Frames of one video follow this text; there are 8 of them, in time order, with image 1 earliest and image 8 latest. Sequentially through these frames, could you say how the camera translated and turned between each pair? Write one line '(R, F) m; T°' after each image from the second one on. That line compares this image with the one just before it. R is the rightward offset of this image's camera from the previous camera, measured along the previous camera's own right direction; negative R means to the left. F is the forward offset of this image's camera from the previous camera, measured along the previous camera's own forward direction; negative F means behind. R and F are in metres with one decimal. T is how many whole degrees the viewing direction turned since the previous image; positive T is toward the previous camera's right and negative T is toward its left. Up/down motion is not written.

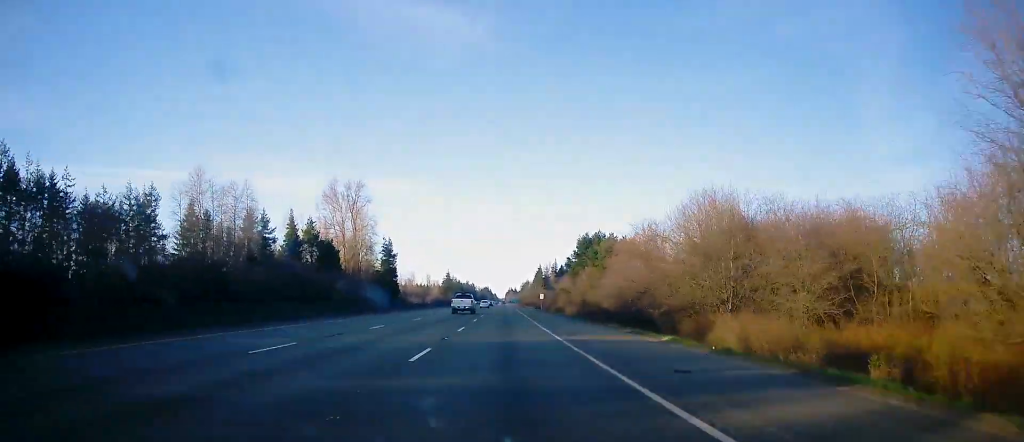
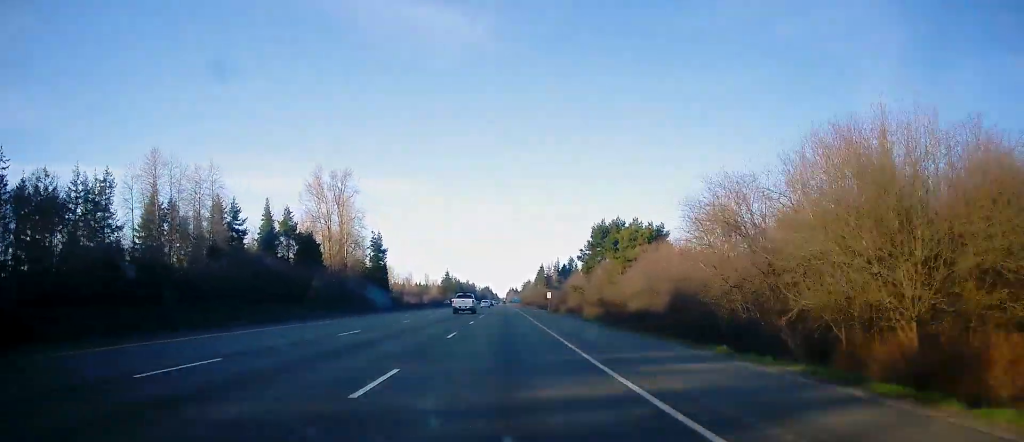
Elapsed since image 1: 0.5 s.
(-0.3, +16.7) m; 0°
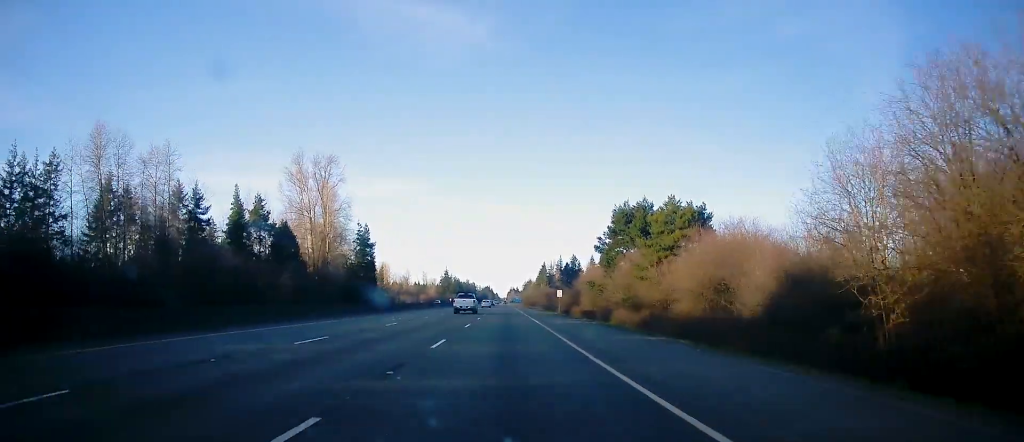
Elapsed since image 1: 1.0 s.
(+0.2, +16.6) m; 0°
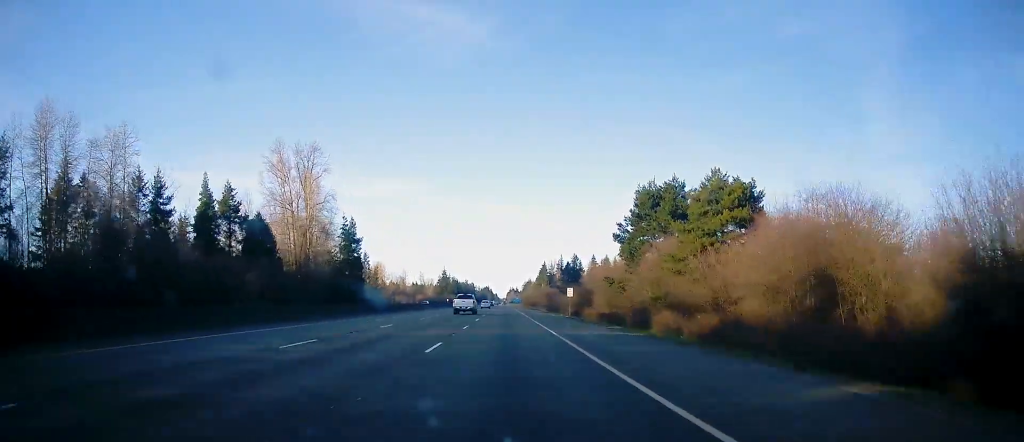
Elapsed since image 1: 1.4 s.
(+0.1, +13.3) m; 0°
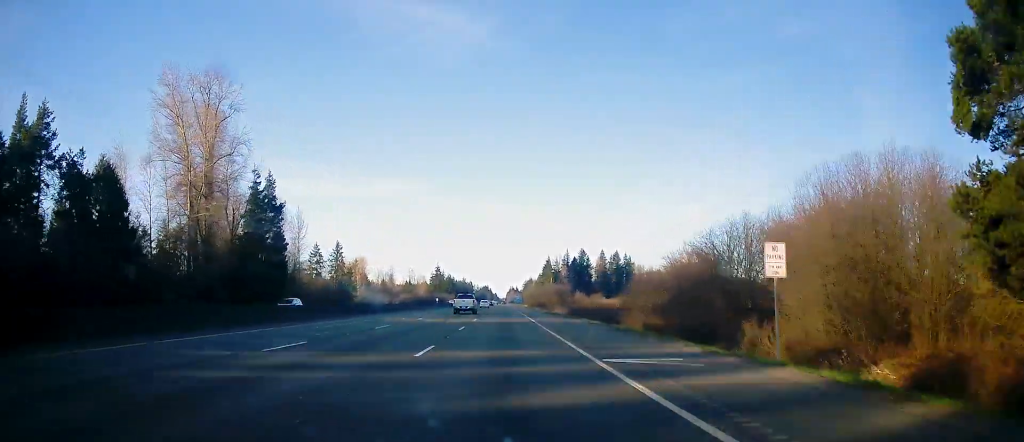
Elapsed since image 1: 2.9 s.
(-0.3, +49.9) m; -1°
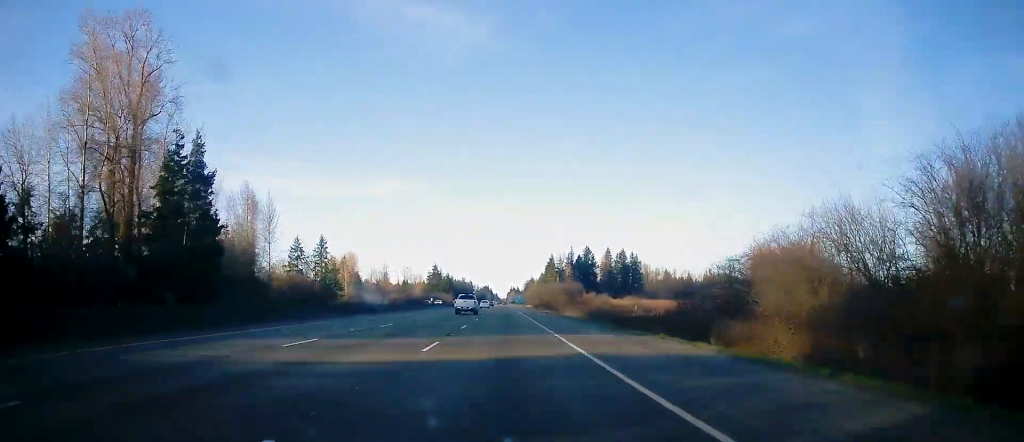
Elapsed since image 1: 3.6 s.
(-0.2, +23.3) m; 0°
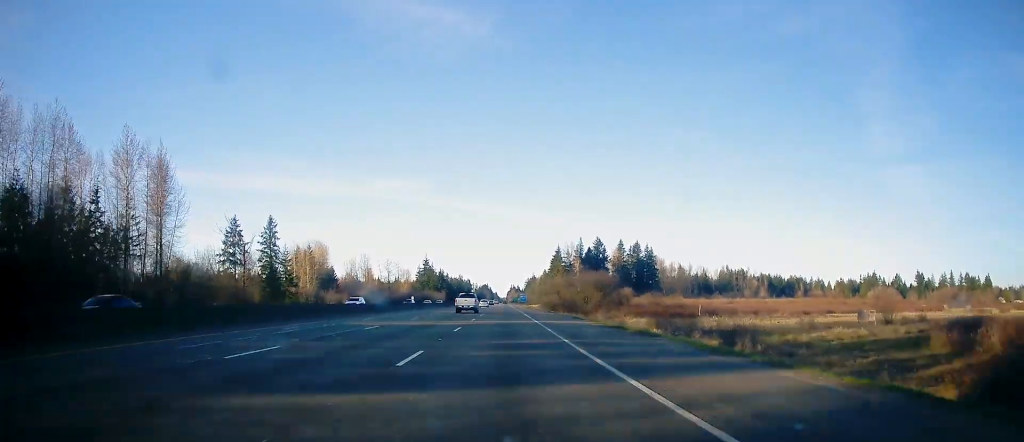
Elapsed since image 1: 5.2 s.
(+1.0, +52.1) m; +1°
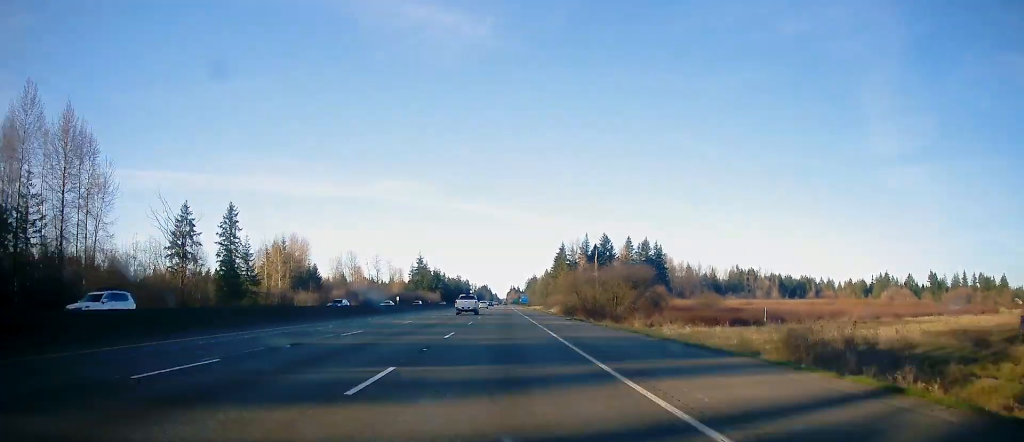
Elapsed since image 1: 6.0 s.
(-0.1, +27.7) m; 0°
